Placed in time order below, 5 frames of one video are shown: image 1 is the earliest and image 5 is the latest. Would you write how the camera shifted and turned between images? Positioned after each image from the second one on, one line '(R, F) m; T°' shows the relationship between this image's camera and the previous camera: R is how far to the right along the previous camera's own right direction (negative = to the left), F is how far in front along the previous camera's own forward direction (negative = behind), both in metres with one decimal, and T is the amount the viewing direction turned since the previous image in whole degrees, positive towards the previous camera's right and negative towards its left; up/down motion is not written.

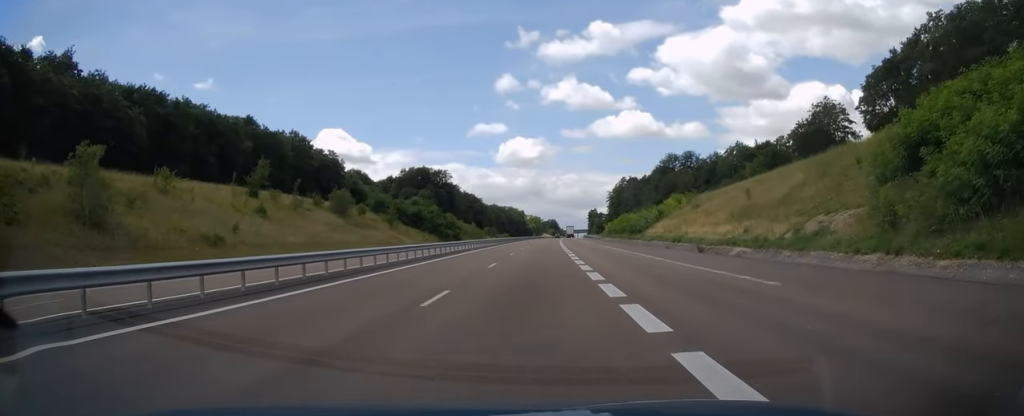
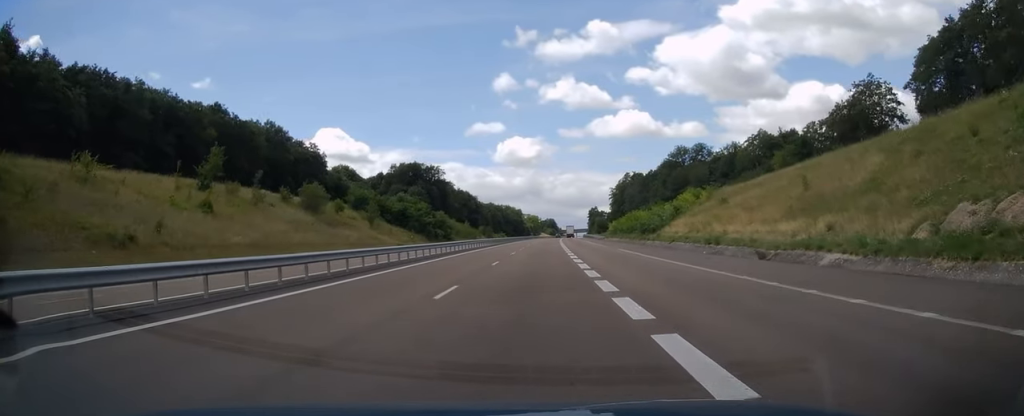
(0.0, +10.3) m; 0°
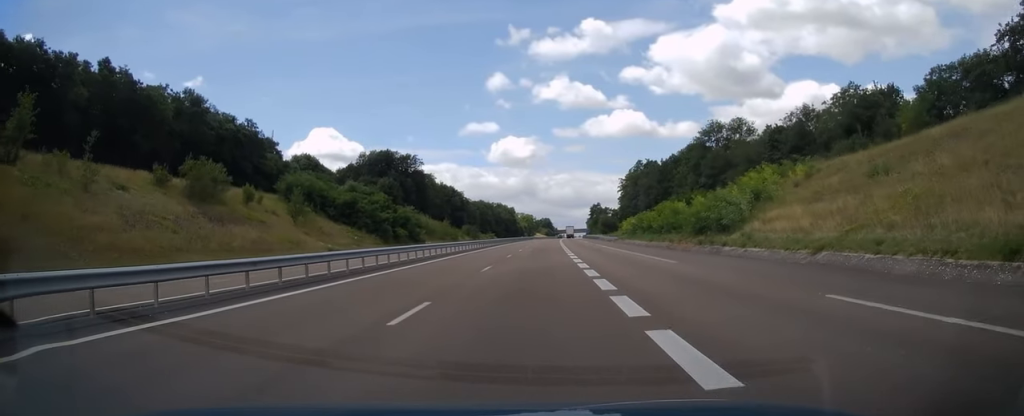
(+0.1, +26.2) m; 0°
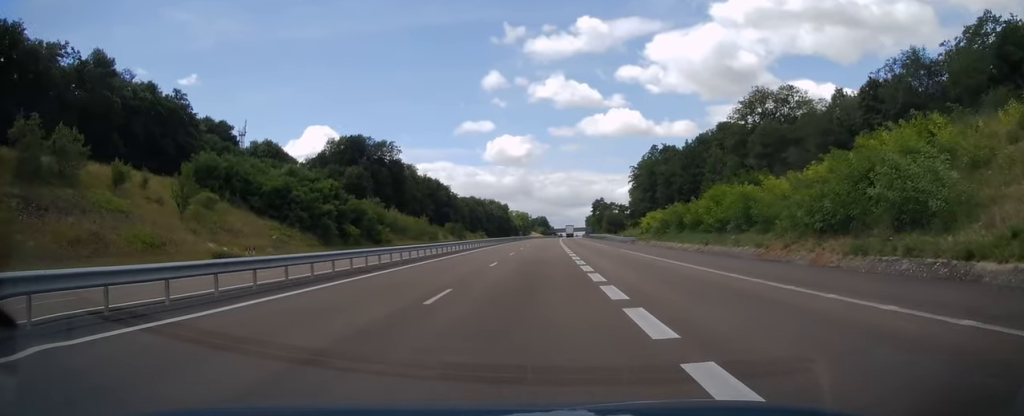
(+0.1, +21.6) m; +1°
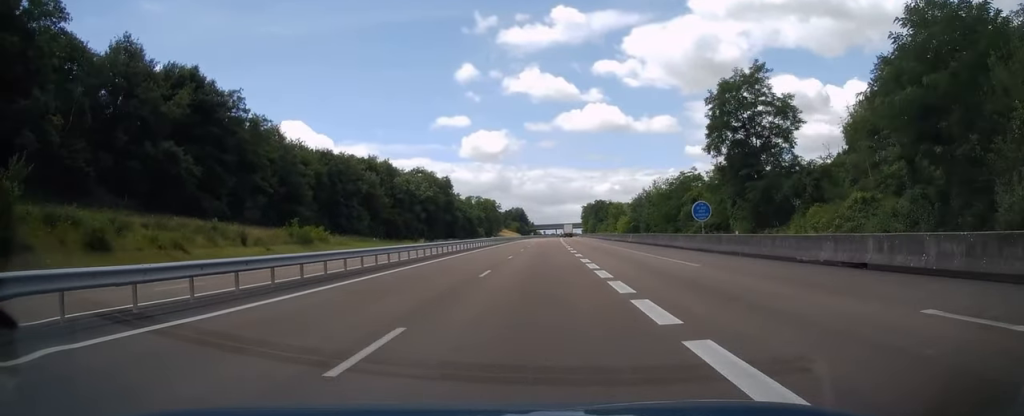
(+2.0, +127.3) m; +2°
